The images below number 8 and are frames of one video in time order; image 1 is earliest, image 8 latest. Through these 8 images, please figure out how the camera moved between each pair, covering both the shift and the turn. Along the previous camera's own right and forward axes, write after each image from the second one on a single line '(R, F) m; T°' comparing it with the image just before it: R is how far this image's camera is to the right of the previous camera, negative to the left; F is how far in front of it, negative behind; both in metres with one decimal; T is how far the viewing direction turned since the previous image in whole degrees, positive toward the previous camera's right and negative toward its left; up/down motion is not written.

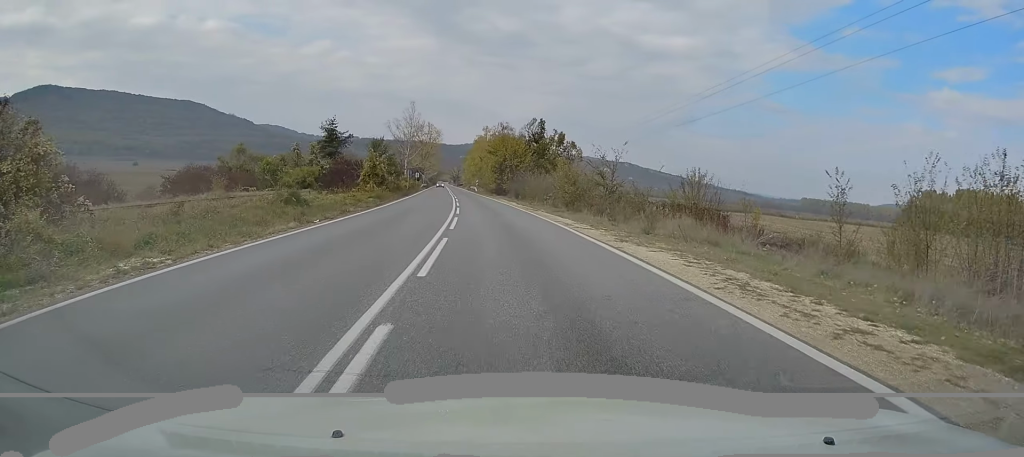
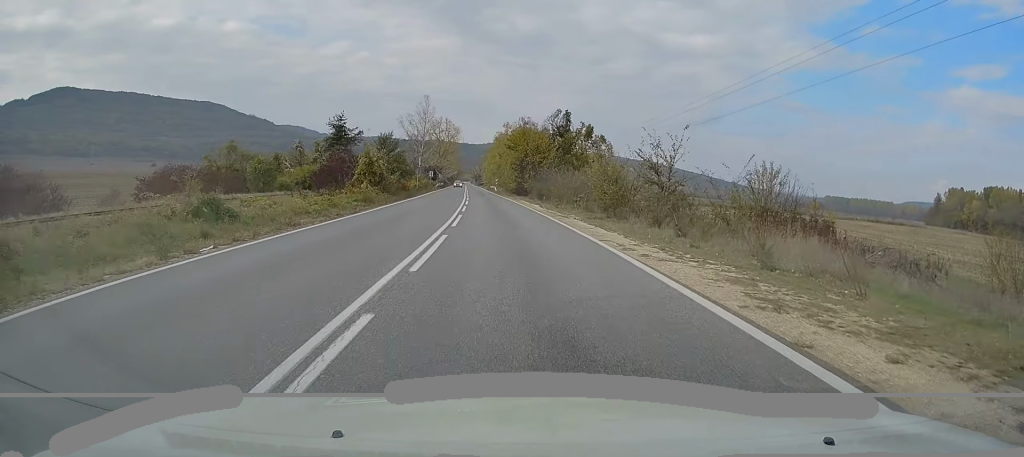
(-0.1, +8.4) m; -2°
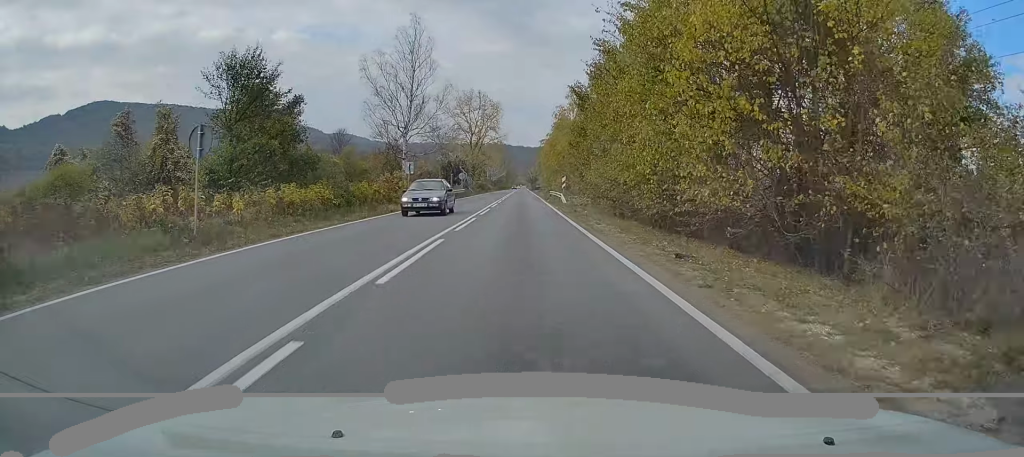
(-3.1, +54.5) m; -6°
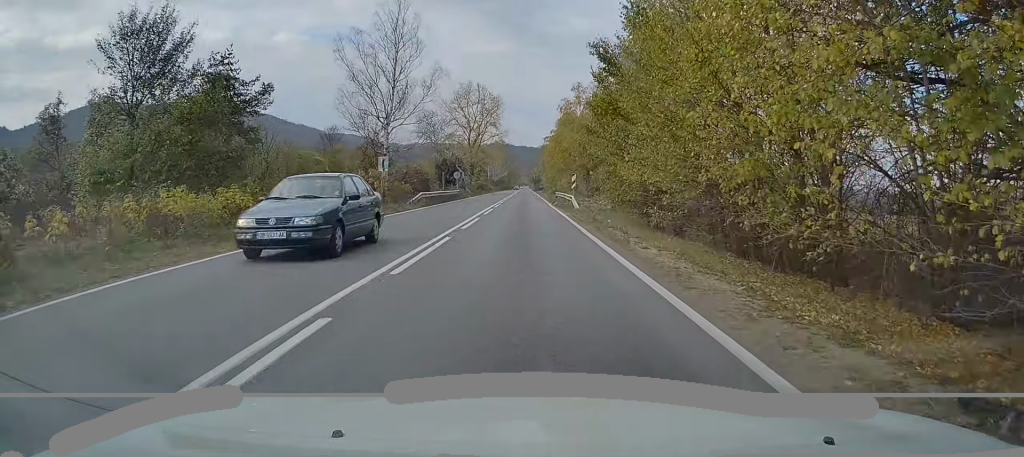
(0.0, +7.9) m; 0°
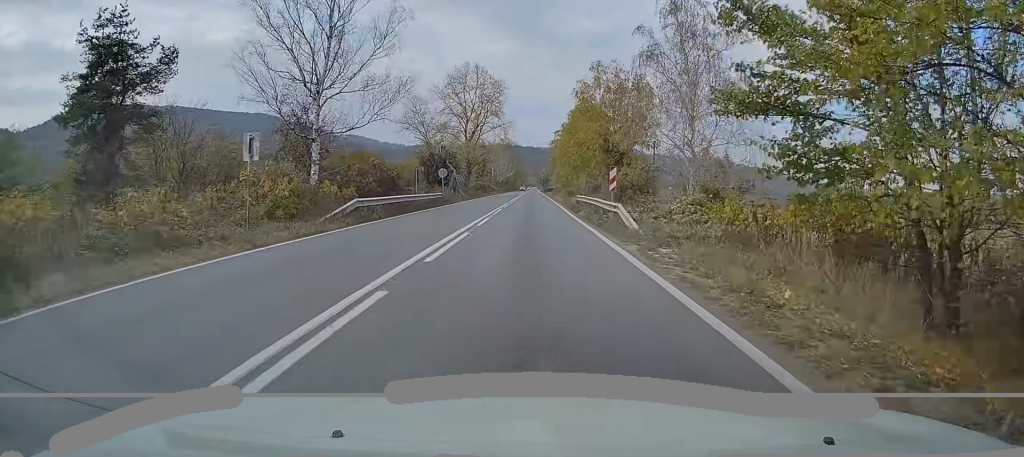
(-0.2, +16.3) m; 0°
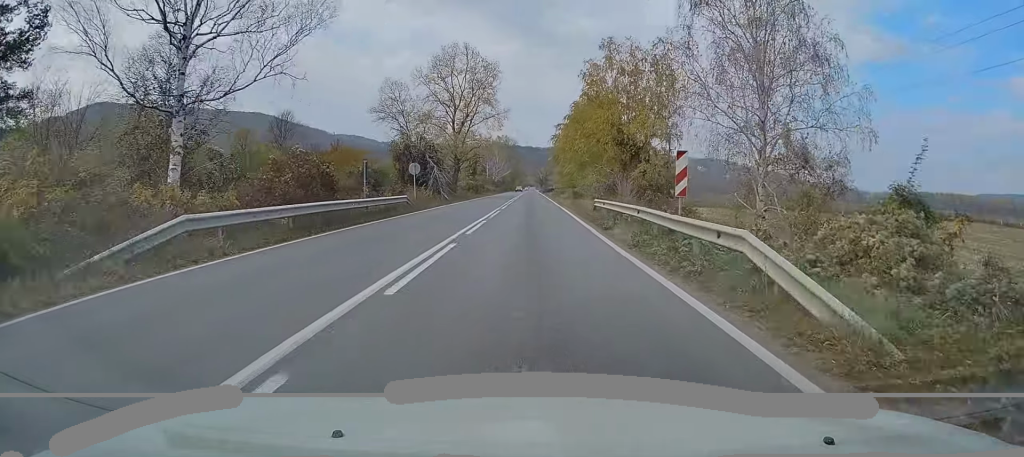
(+0.1, +12.0) m; 0°
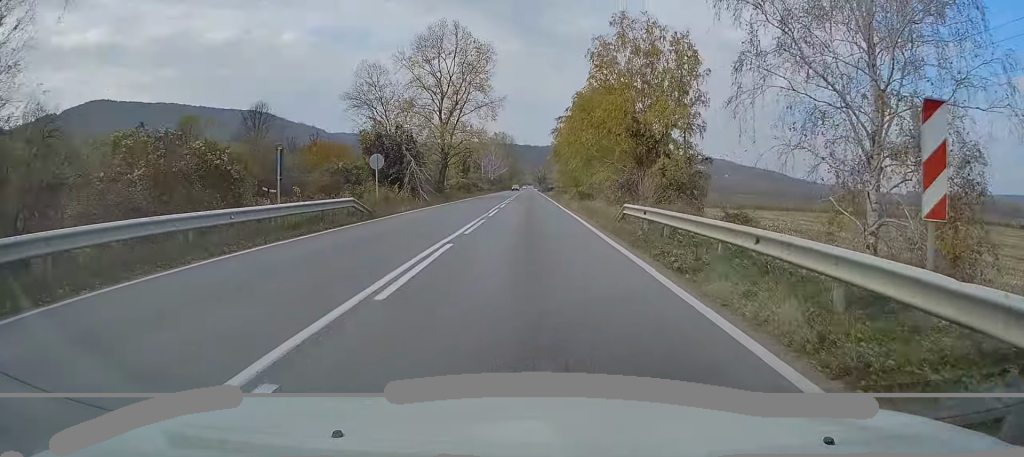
(+0.1, +9.2) m; 0°
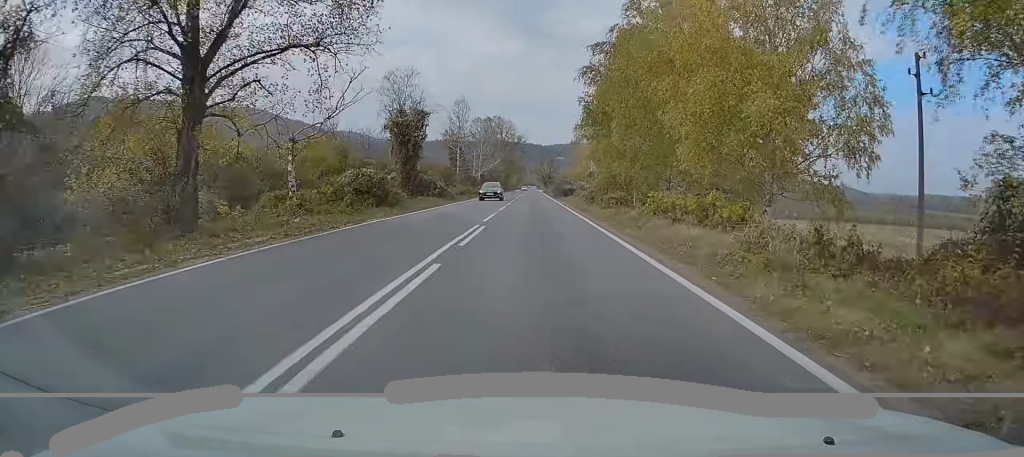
(-0.7, +47.8) m; -1°
